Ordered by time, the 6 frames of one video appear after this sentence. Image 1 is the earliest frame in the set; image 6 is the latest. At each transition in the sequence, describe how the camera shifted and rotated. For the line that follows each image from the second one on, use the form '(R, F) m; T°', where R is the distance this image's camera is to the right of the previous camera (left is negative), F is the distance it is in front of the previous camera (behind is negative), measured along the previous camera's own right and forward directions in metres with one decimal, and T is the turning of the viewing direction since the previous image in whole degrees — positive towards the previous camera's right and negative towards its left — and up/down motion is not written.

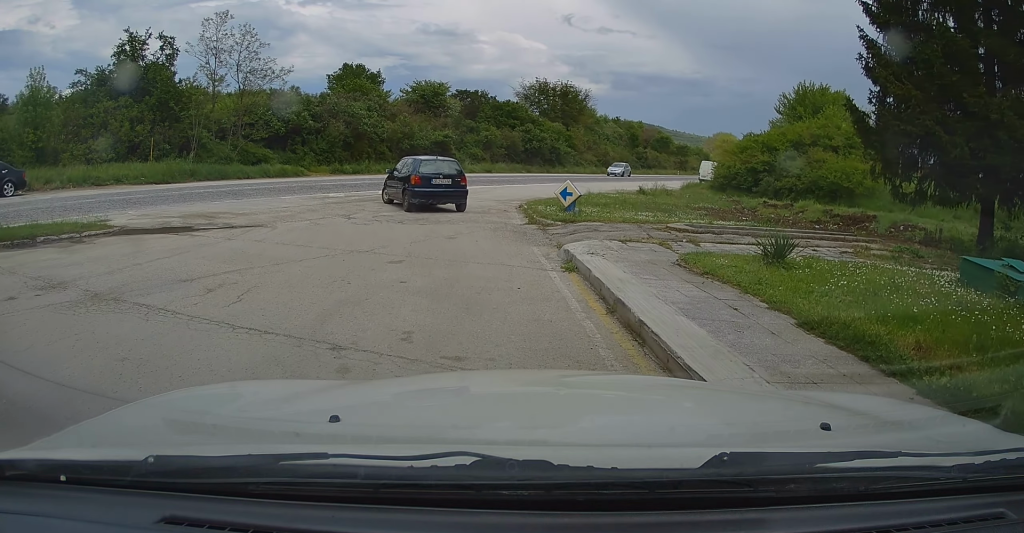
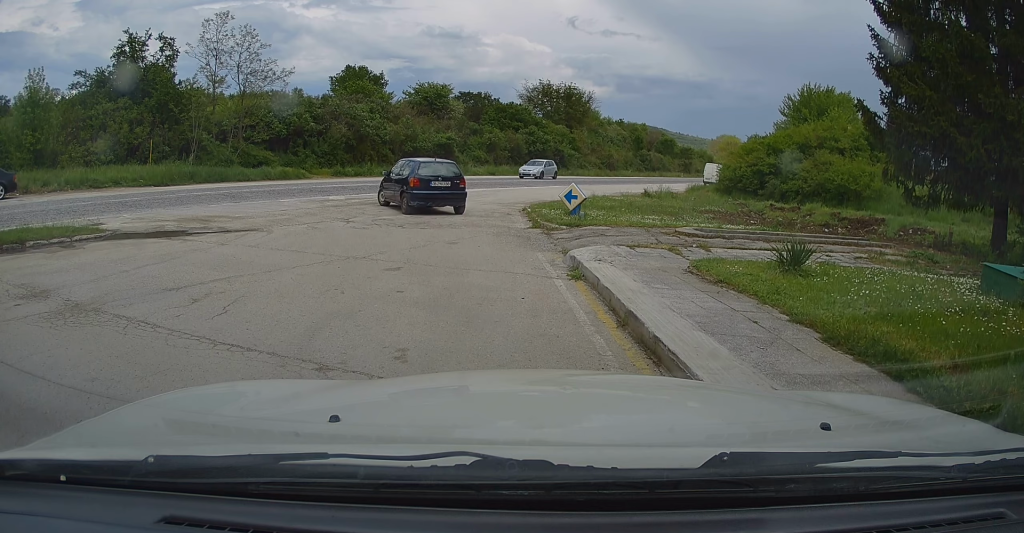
(+0.4, +0.5) m; 0°
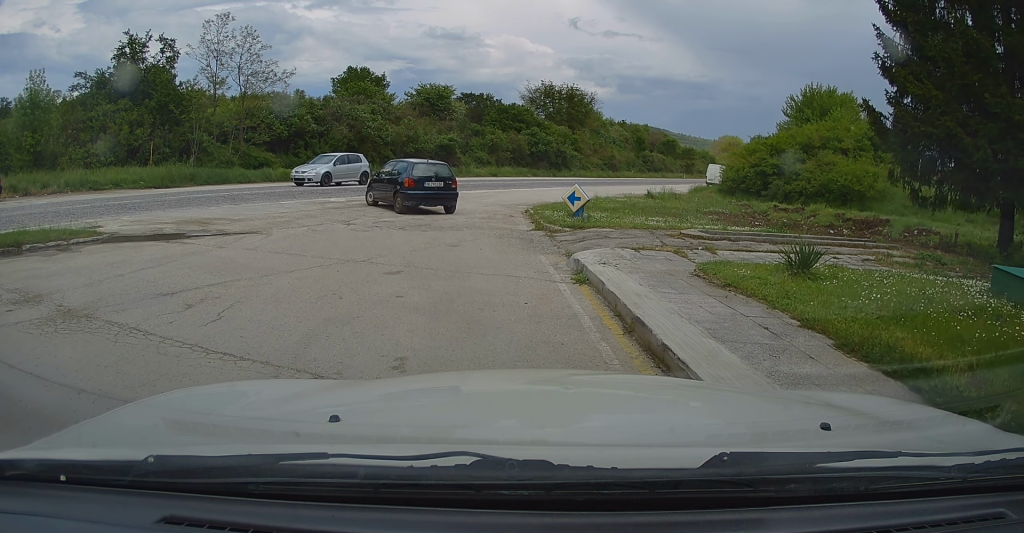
(+0.3, +0.4) m; 0°
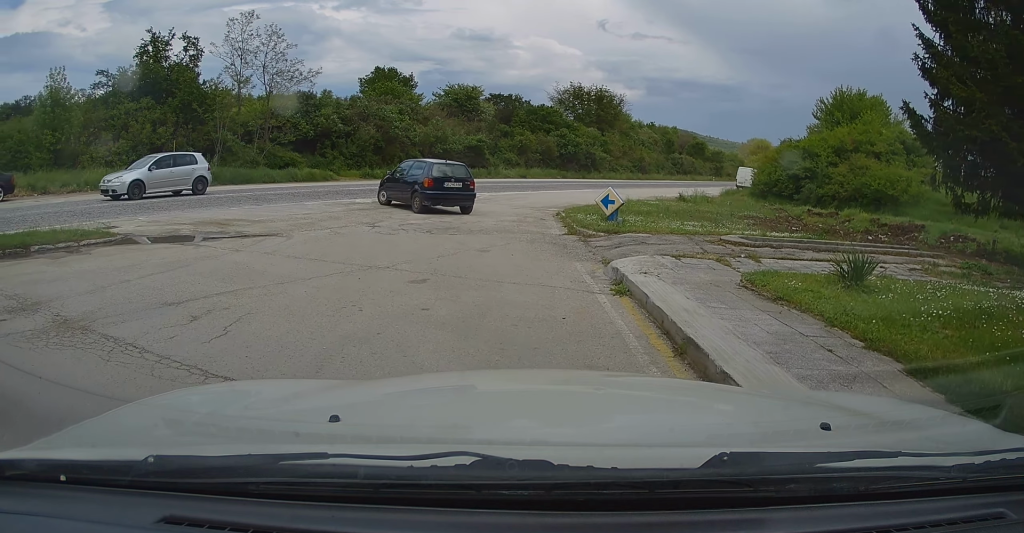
(-0.1, +0.3) m; 0°
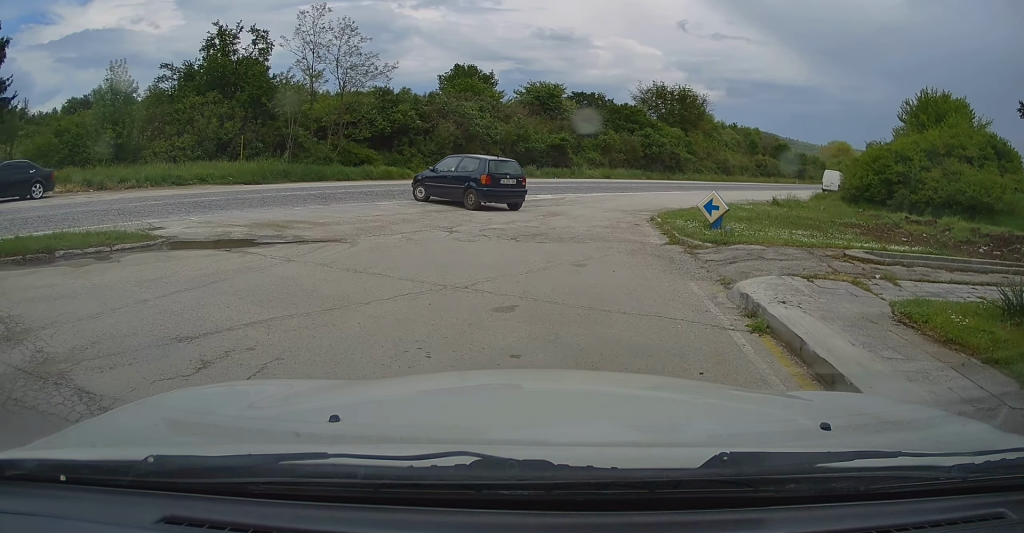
(-0.2, +0.5) m; -7°
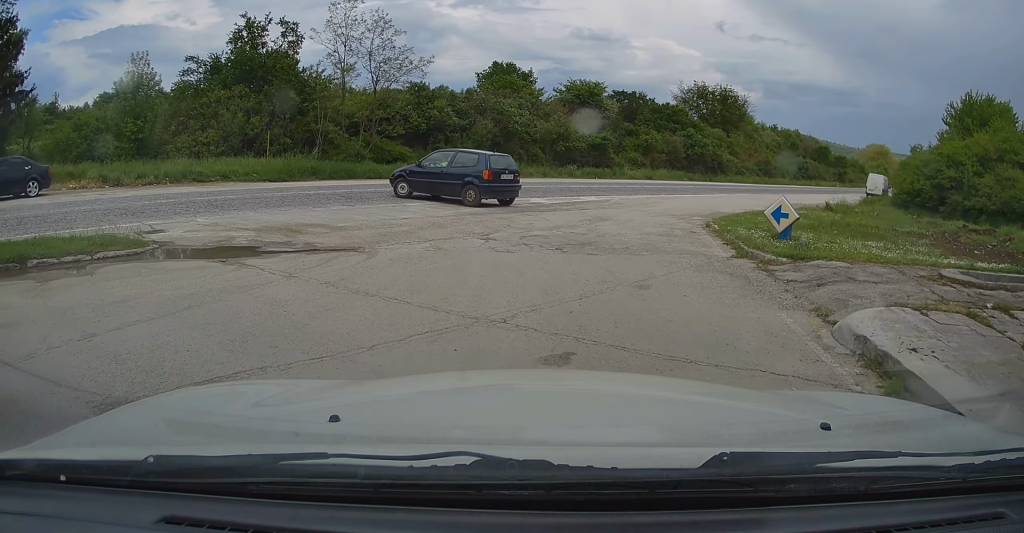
(+0.1, +1.5) m; 0°
